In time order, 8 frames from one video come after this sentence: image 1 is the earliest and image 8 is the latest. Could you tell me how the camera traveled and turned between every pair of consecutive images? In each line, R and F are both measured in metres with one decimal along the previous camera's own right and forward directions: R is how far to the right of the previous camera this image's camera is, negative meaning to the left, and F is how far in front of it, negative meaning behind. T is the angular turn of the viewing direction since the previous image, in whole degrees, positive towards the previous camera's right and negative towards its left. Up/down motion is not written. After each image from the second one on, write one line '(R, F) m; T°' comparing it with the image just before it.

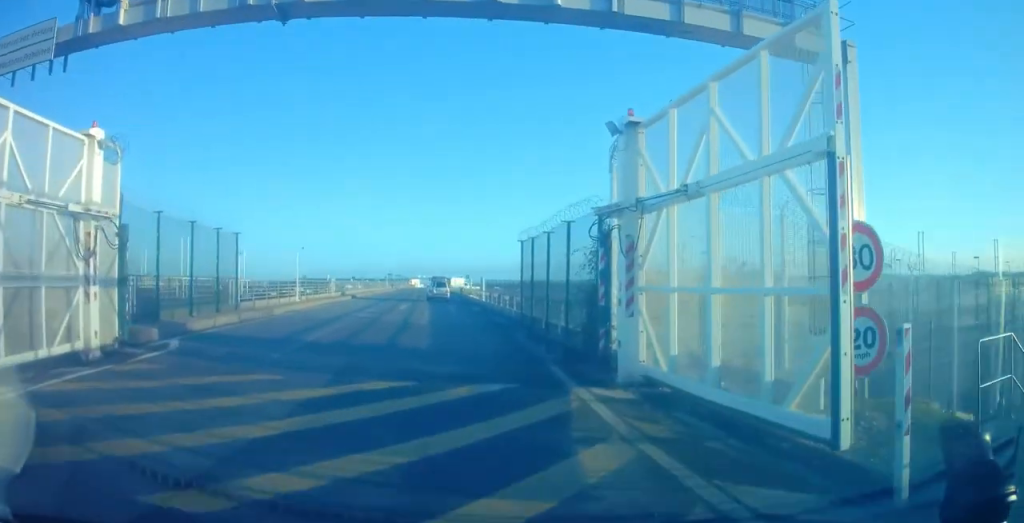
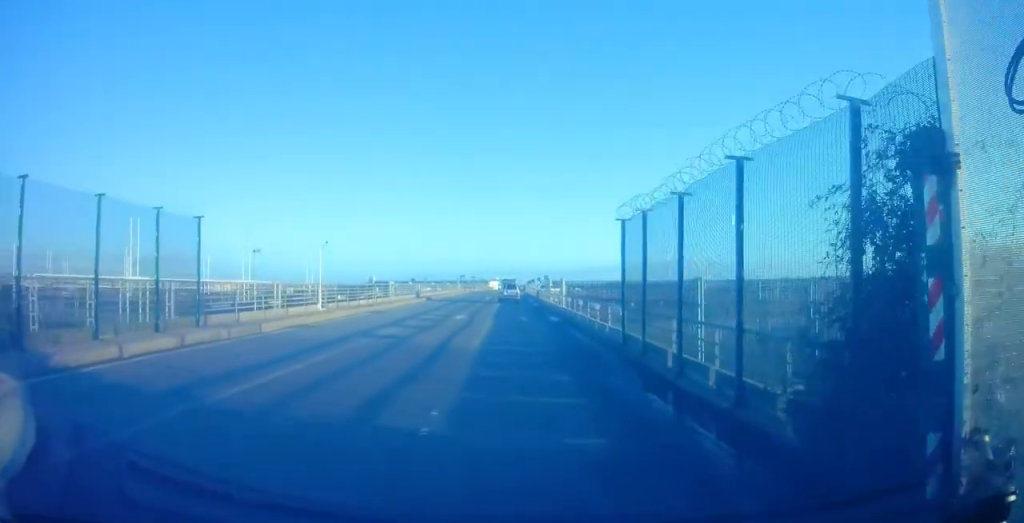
(-0.6, +7.7) m; -9°
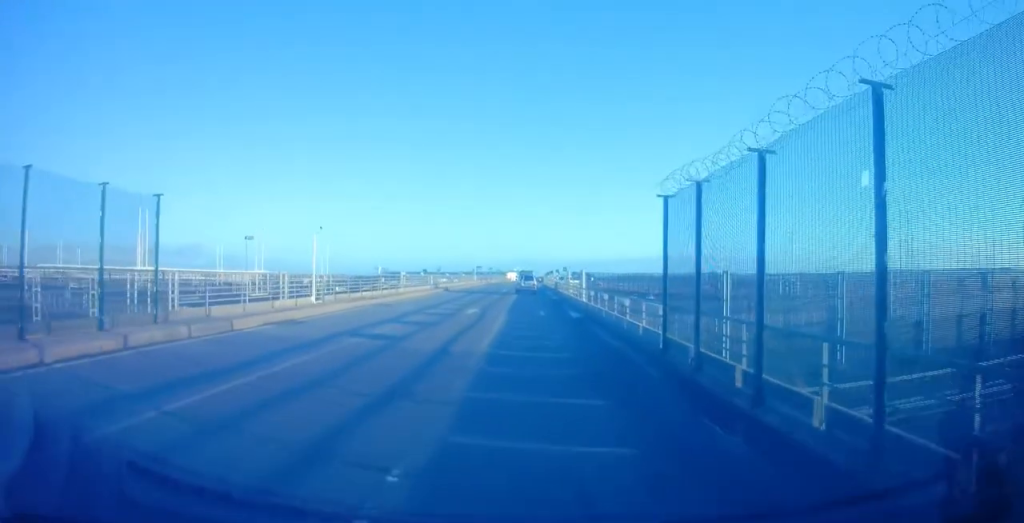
(0.0, +2.8) m; -4°
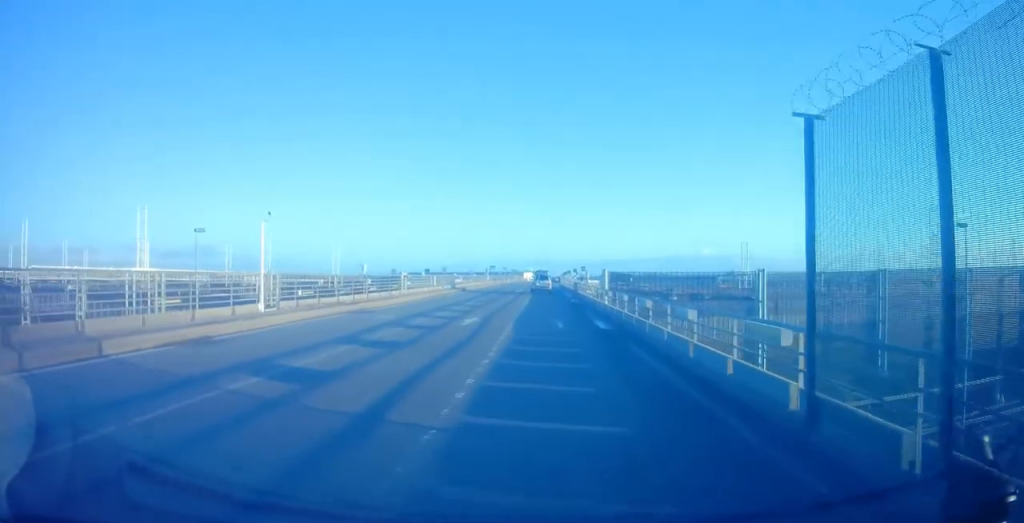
(-0.5, +5.8) m; -3°
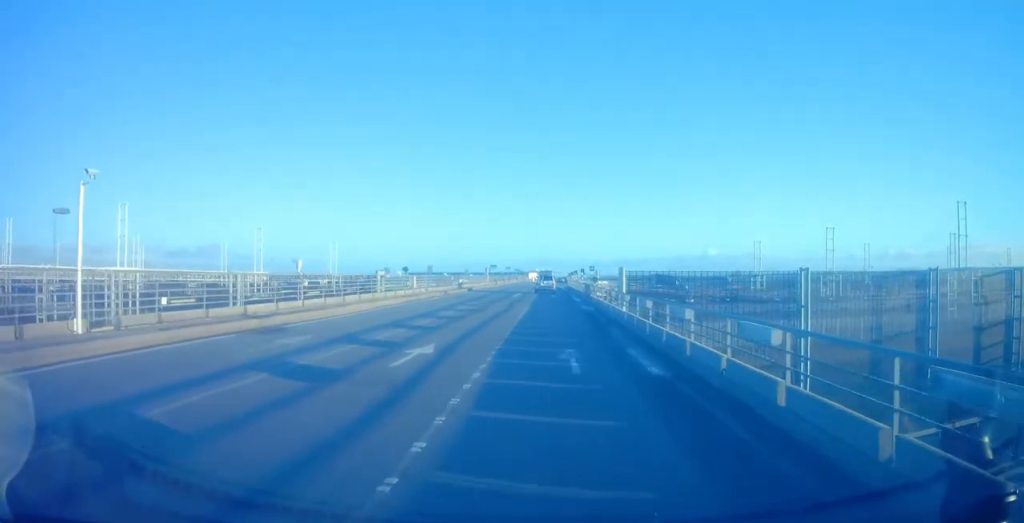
(+0.5, +8.6) m; +7°
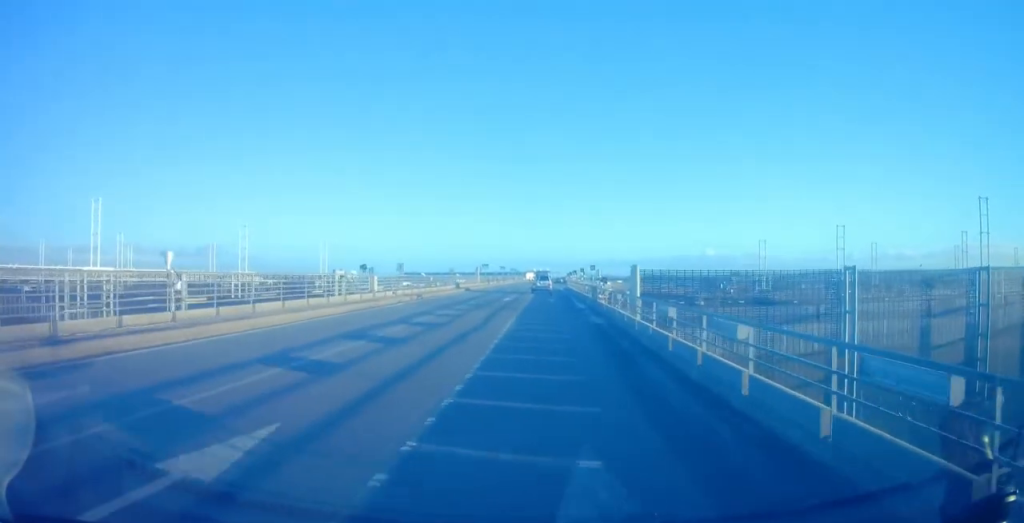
(+0.2, +7.9) m; -3°
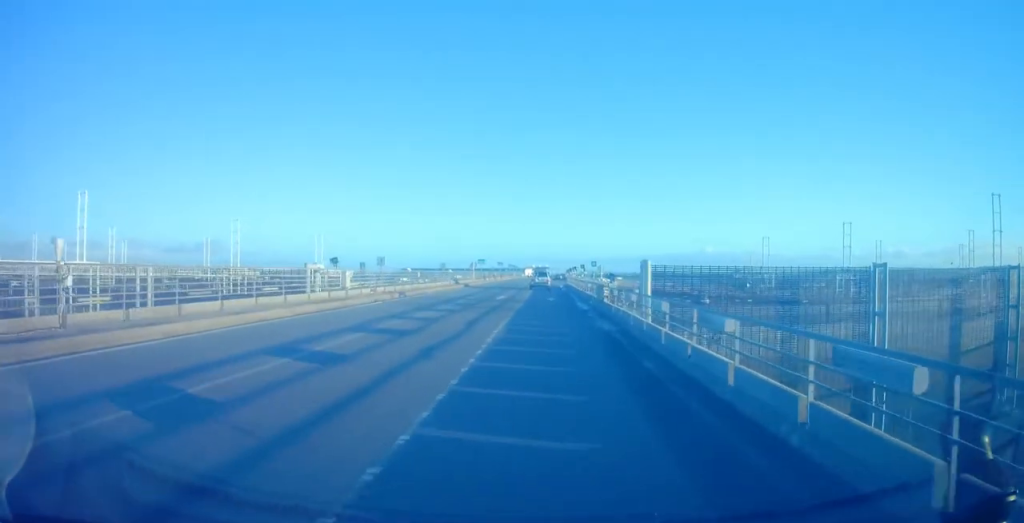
(-0.1, +4.1) m; -4°
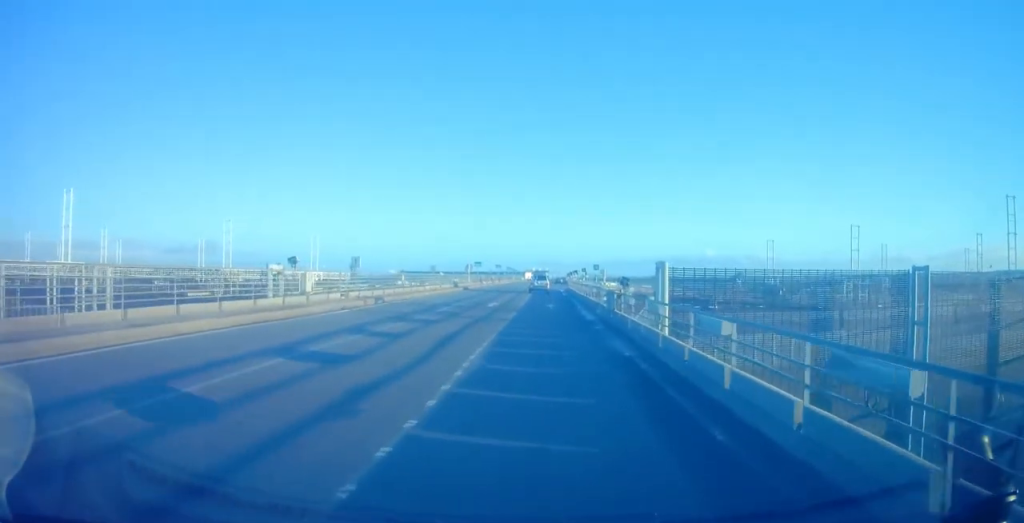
(-0.4, +4.5) m; +1°
